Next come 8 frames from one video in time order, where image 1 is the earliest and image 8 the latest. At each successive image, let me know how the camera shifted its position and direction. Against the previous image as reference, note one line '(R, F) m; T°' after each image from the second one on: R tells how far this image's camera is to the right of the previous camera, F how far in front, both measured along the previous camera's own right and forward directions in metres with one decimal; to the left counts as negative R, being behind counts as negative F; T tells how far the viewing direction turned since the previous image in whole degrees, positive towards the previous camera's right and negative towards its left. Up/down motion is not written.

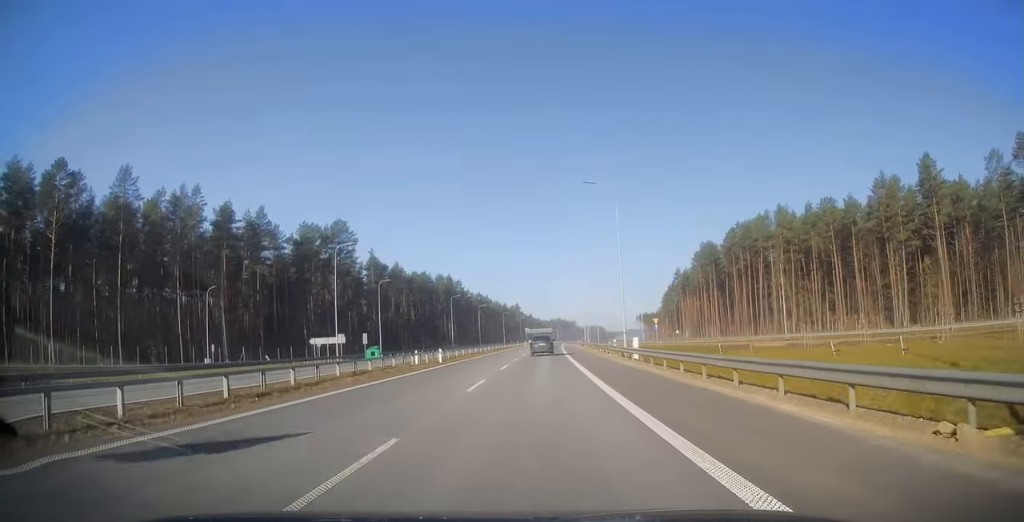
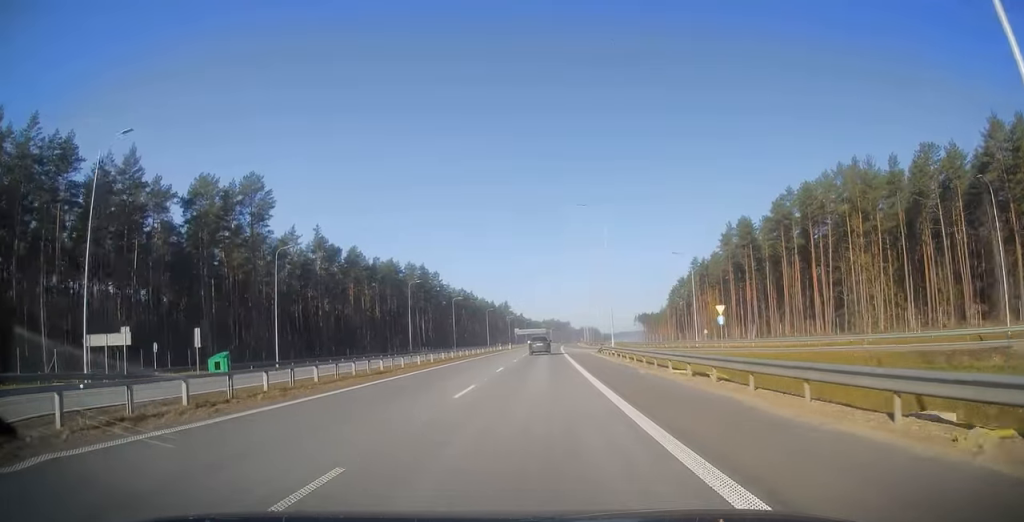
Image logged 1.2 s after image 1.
(+0.6, +37.4) m; +1°
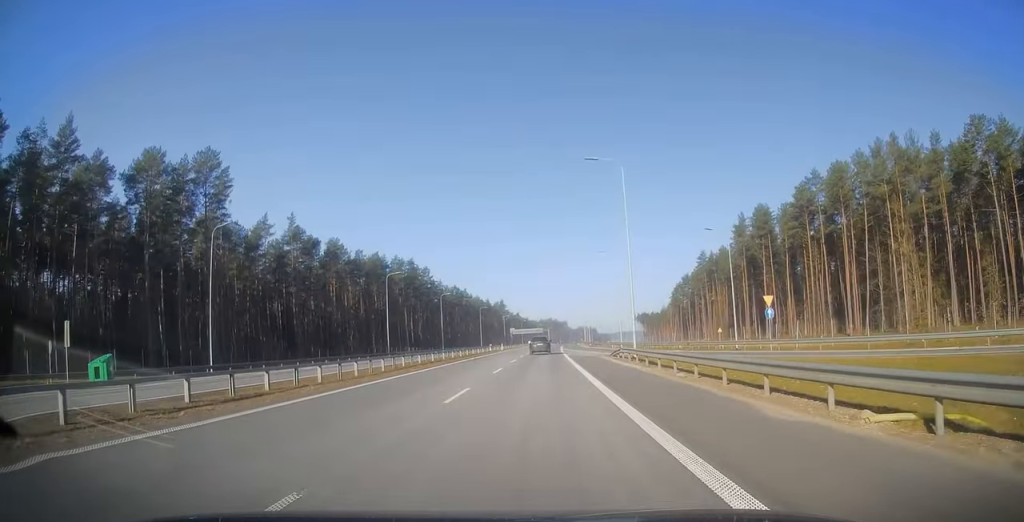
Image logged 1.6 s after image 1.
(-0.2, +13.0) m; 0°
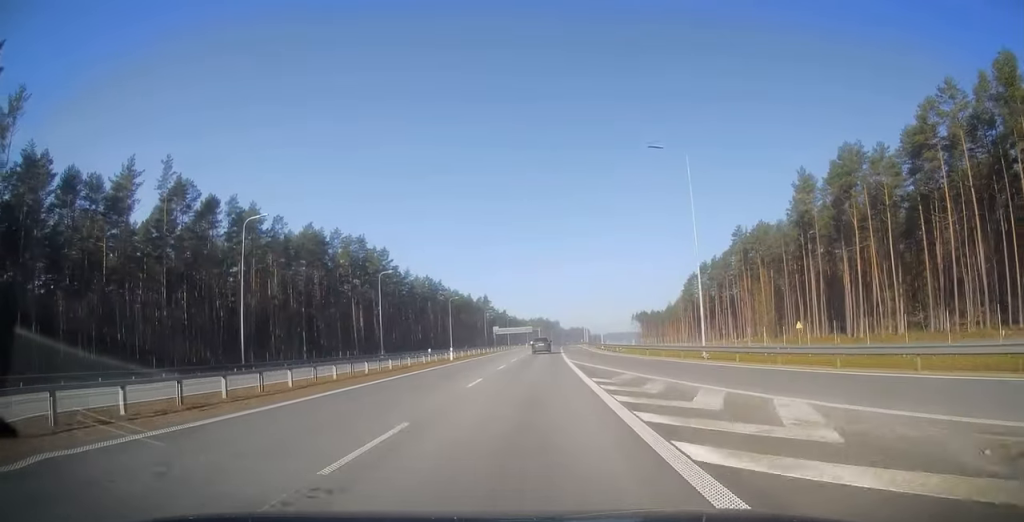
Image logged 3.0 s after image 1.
(+0.4, +42.8) m; +1°
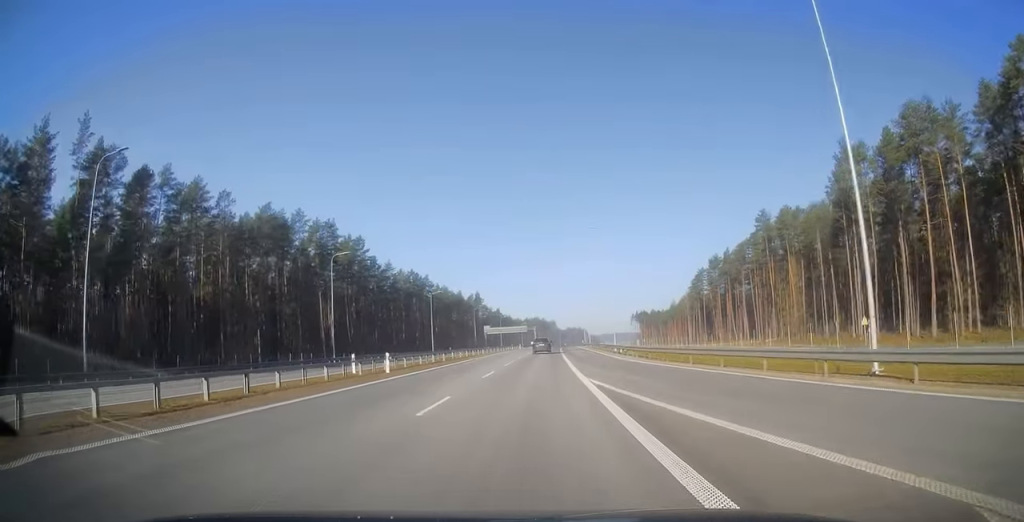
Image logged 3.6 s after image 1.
(0.0, +18.8) m; +1°
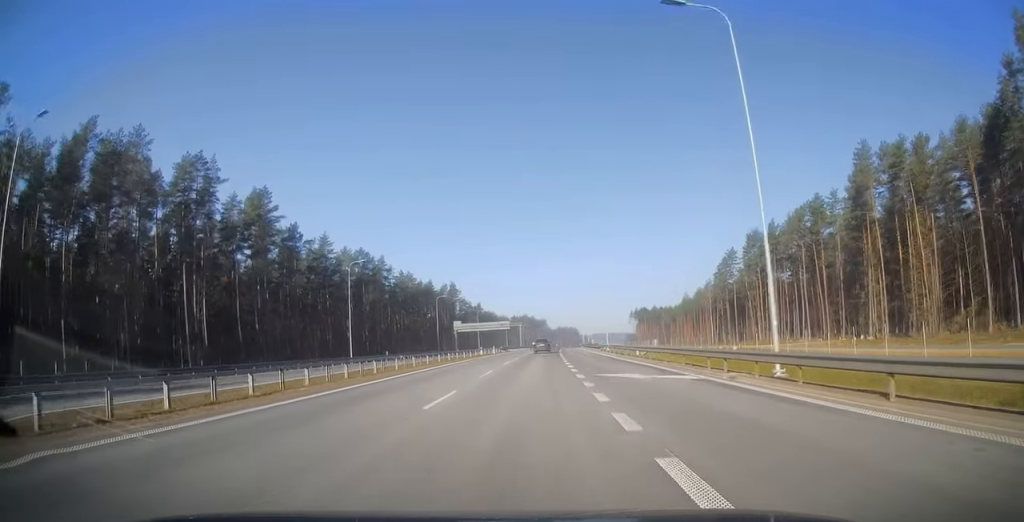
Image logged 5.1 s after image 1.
(+0.7, +46.4) m; +1°
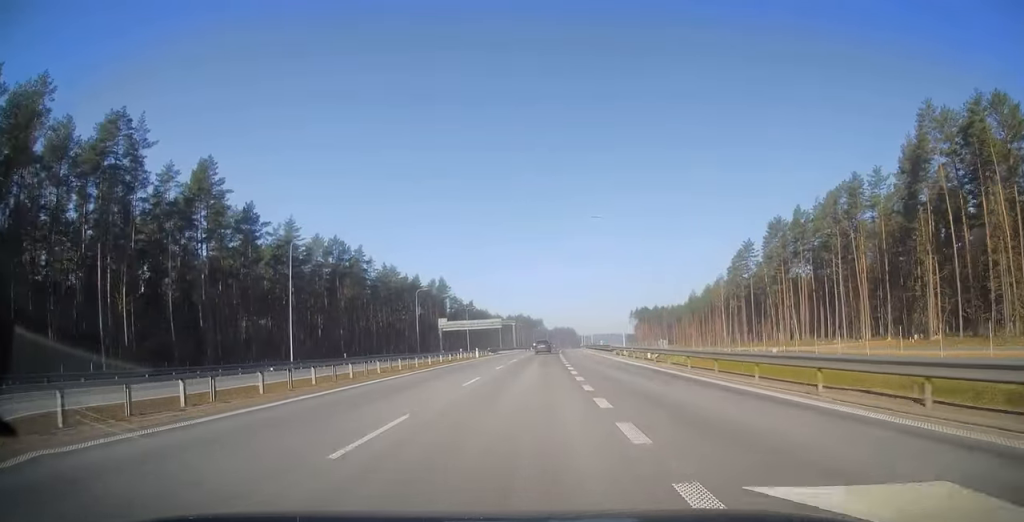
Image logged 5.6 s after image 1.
(0.0, +17.2) m; 0°
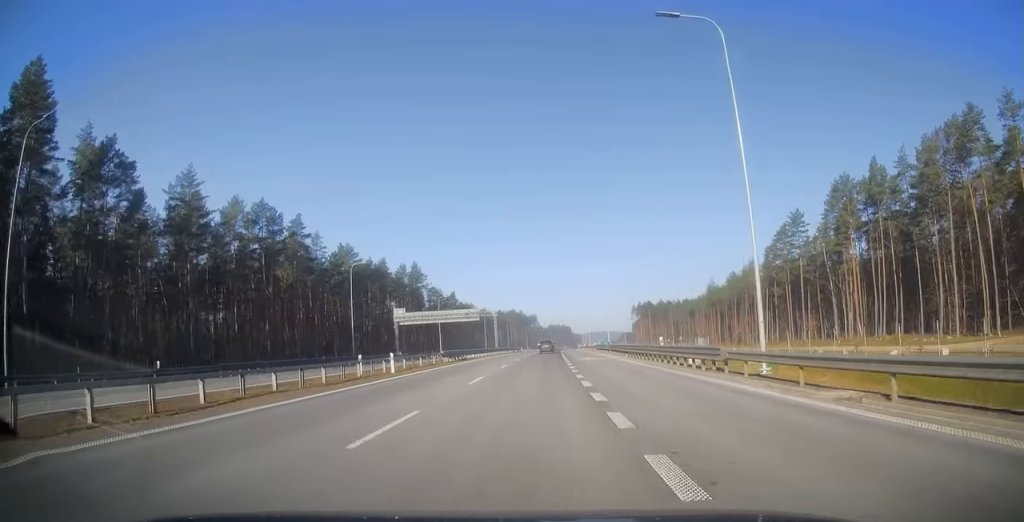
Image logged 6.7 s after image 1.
(0.0, +35.0) m; 0°
